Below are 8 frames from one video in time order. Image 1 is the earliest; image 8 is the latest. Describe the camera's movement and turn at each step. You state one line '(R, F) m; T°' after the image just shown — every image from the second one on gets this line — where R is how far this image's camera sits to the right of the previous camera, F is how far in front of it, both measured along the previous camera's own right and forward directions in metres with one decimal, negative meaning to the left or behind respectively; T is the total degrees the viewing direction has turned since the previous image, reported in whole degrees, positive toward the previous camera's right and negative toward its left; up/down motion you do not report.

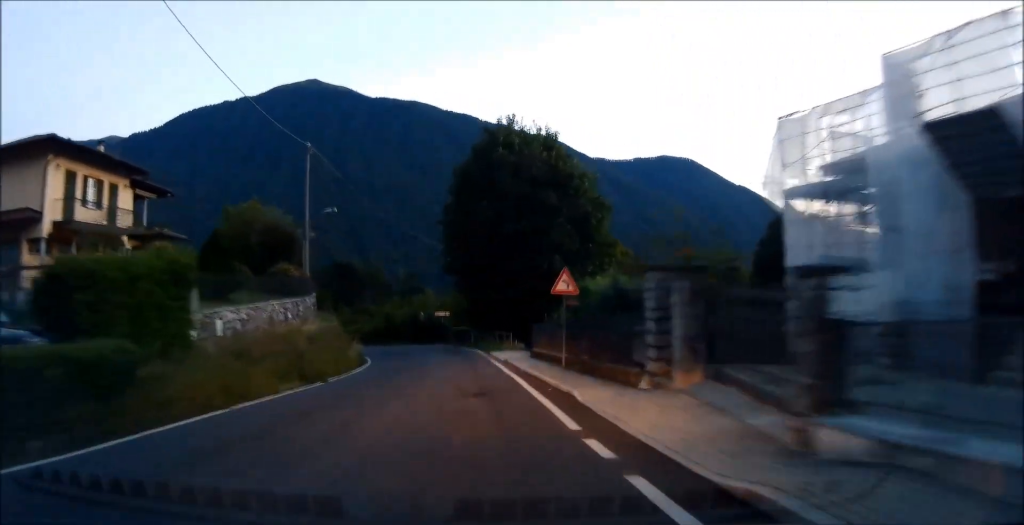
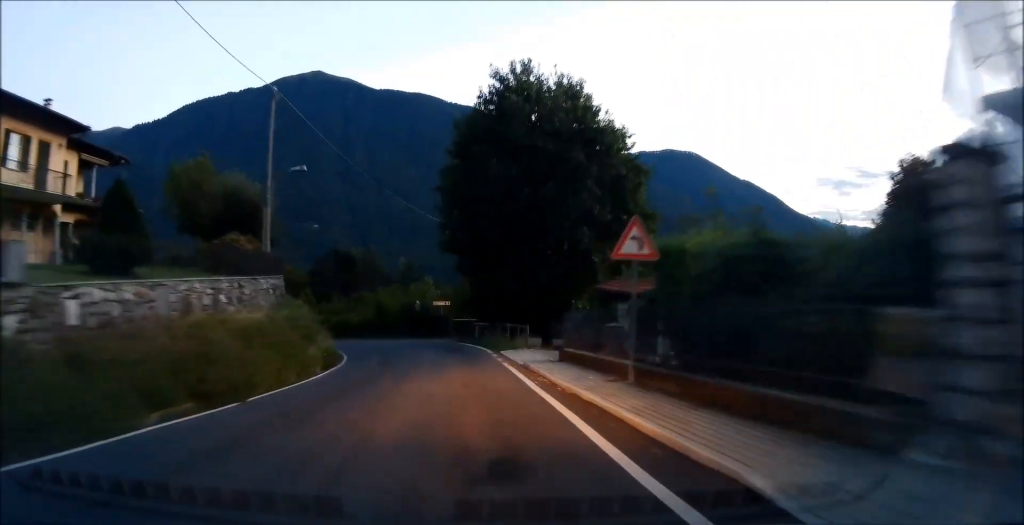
(0.0, +7.7) m; 0°
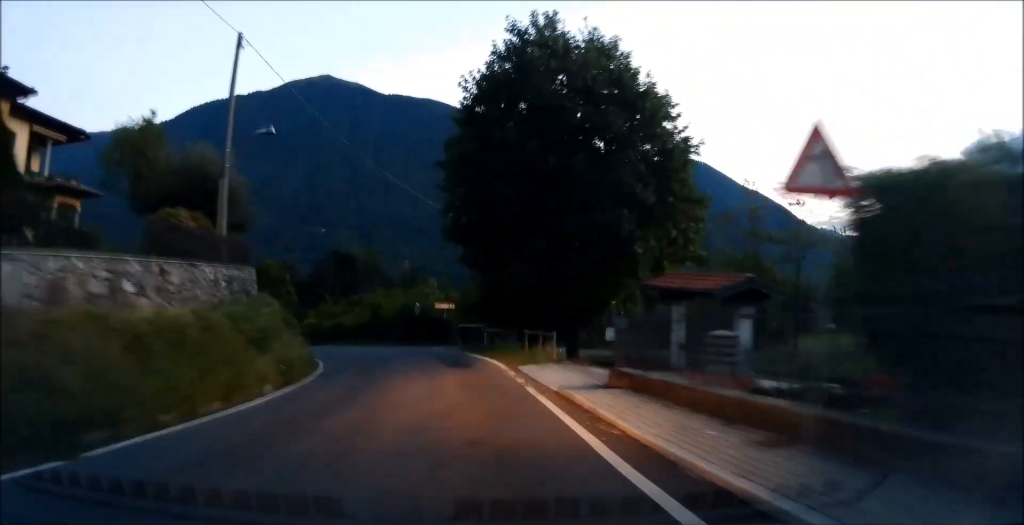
(0.0, +6.0) m; 0°
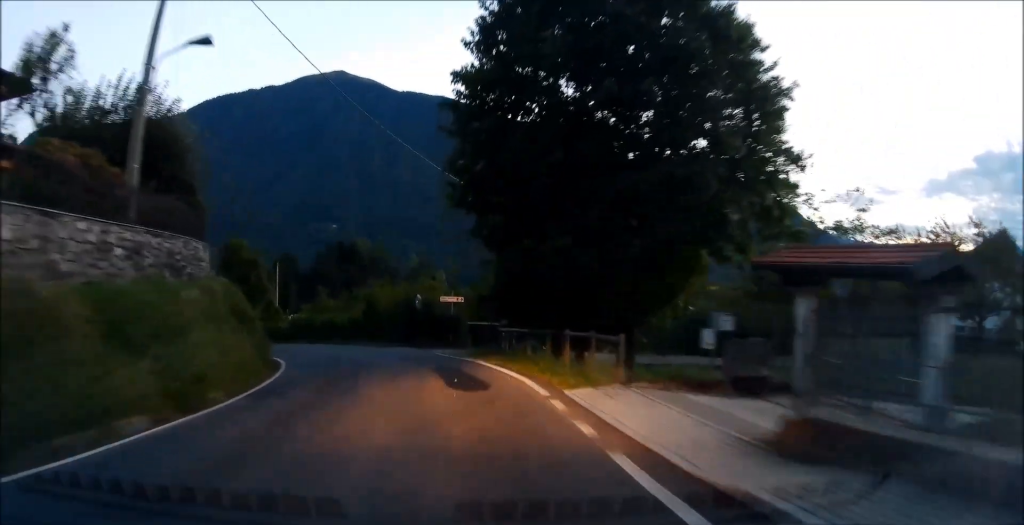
(+0.1, +7.1) m; -1°
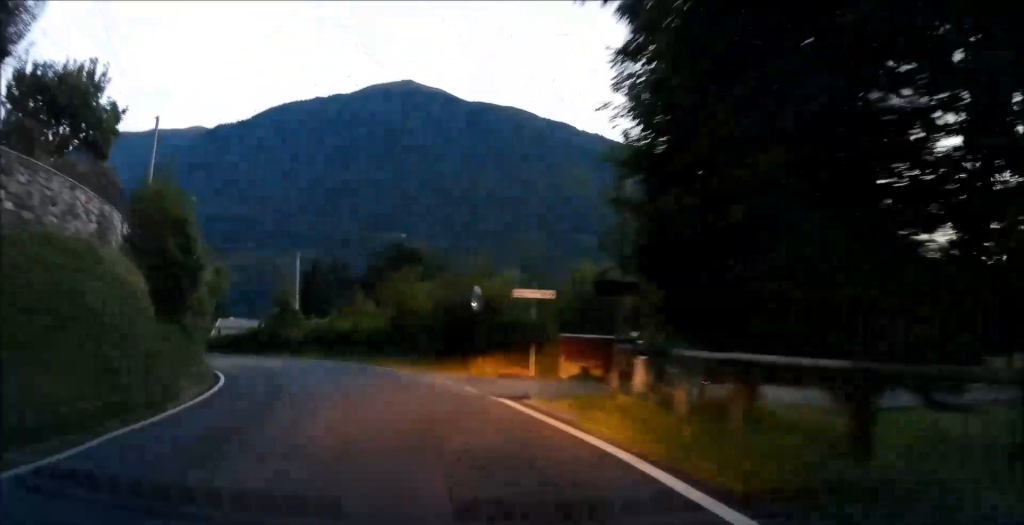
(-0.3, +14.0) m; -6°
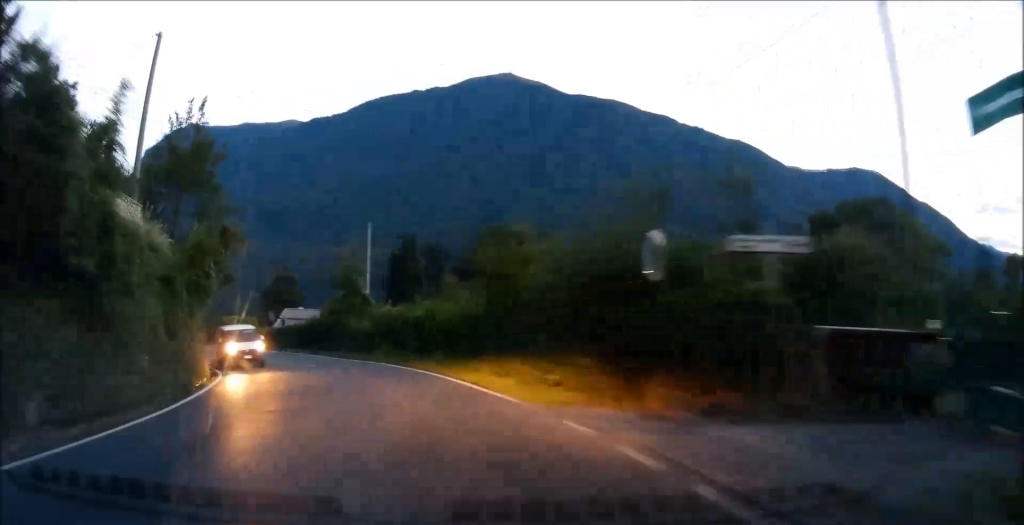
(-0.7, +10.0) m; -8°
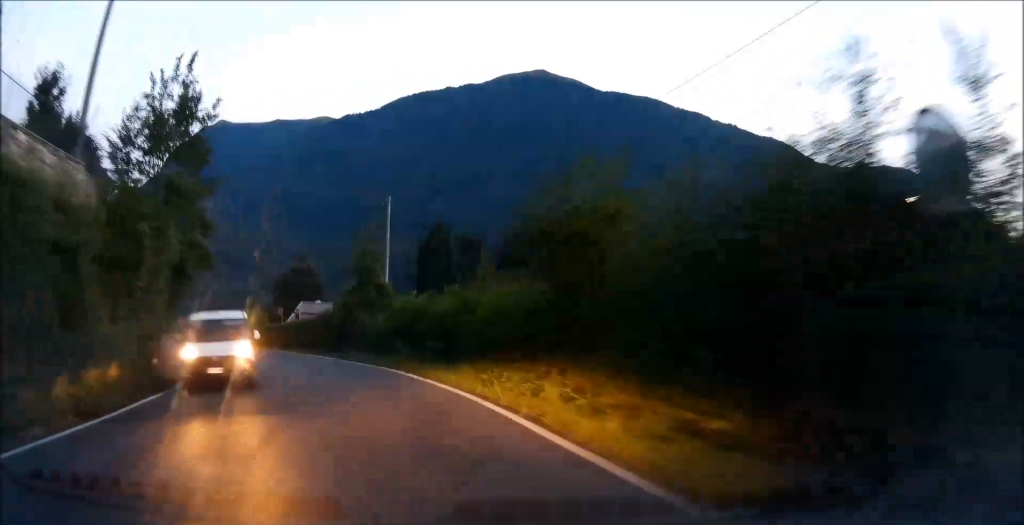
(-0.4, +5.9) m; -6°
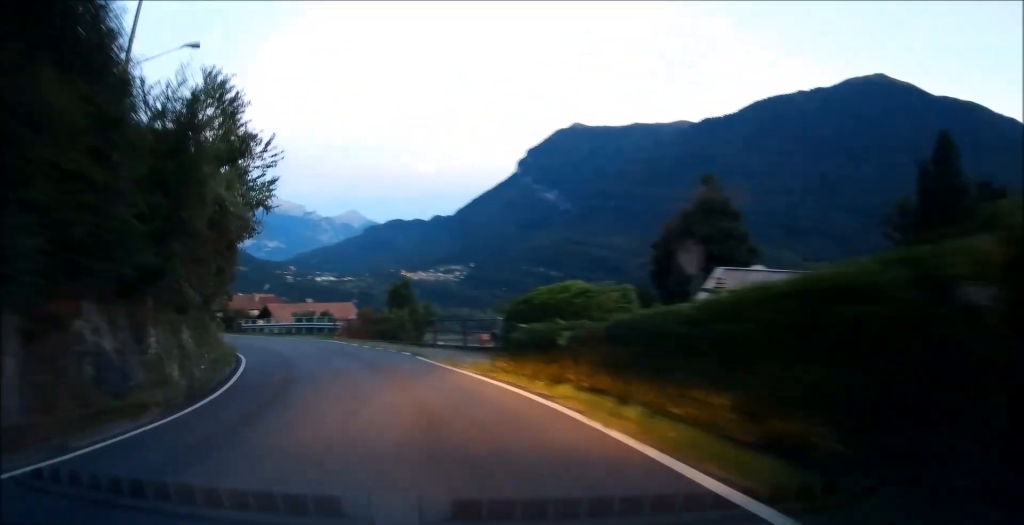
(-7.6, +27.7) m; -28°
